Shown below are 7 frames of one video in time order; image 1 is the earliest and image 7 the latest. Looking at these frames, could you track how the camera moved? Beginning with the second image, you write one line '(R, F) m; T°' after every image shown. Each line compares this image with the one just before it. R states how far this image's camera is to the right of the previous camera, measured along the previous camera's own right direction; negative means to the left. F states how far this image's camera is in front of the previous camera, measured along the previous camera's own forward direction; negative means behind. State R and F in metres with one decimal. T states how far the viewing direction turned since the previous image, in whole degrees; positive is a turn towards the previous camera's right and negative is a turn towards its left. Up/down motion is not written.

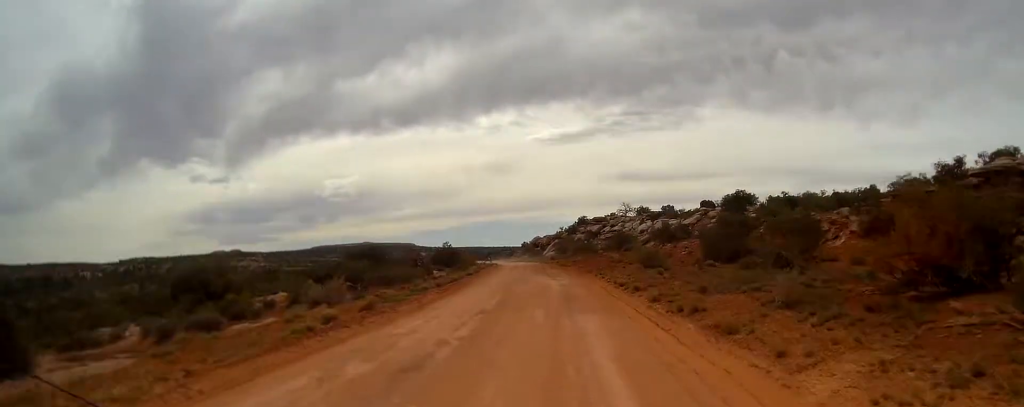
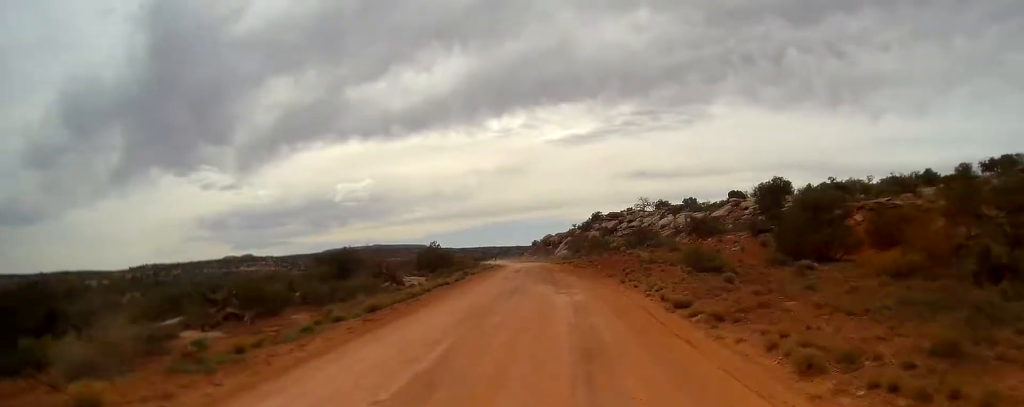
(-0.3, +13.5) m; -1°
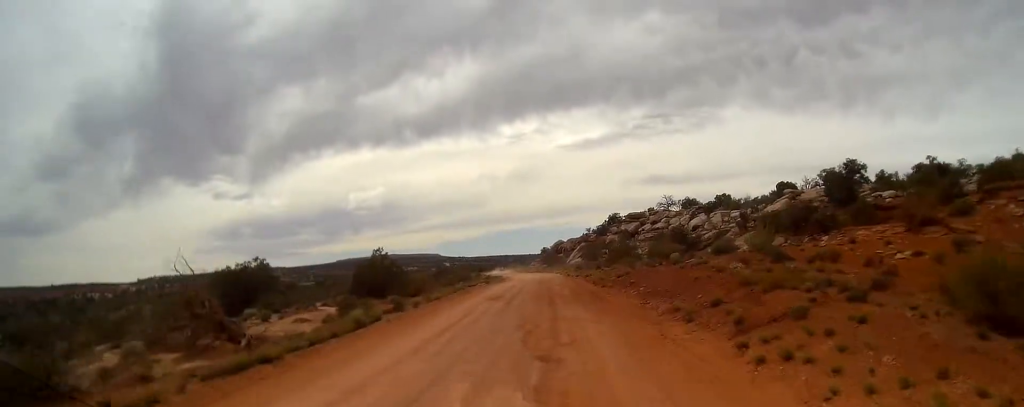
(-0.3, +21.5) m; -1°
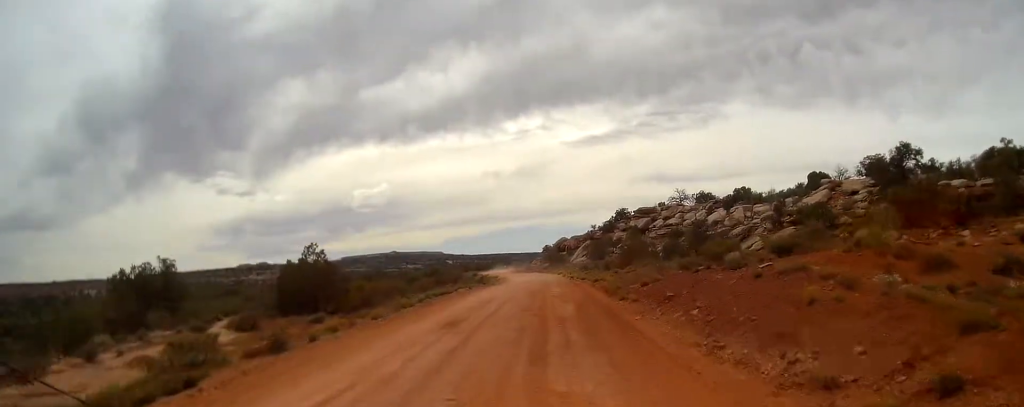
(0.0, +11.2) m; 0°
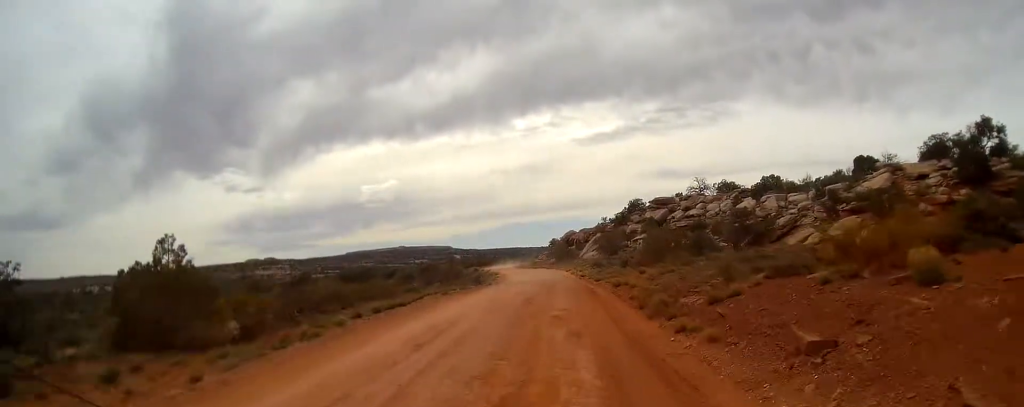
(0.0, +11.8) m; -1°
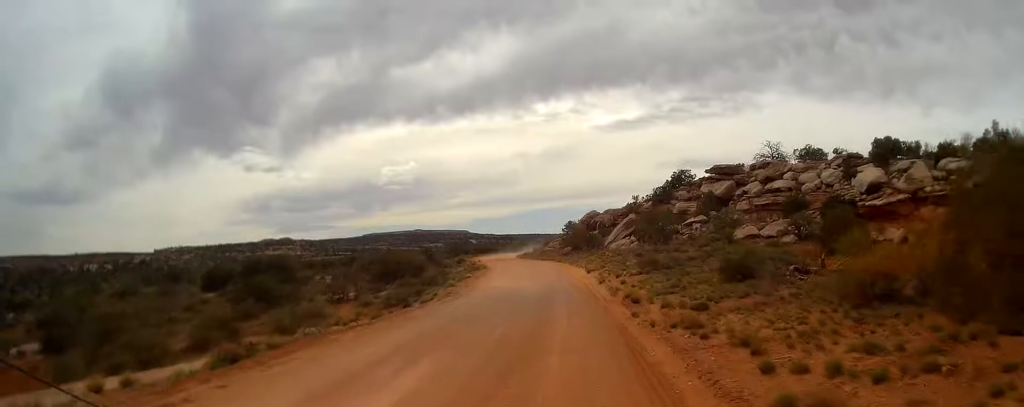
(-0.9, +33.7) m; -2°
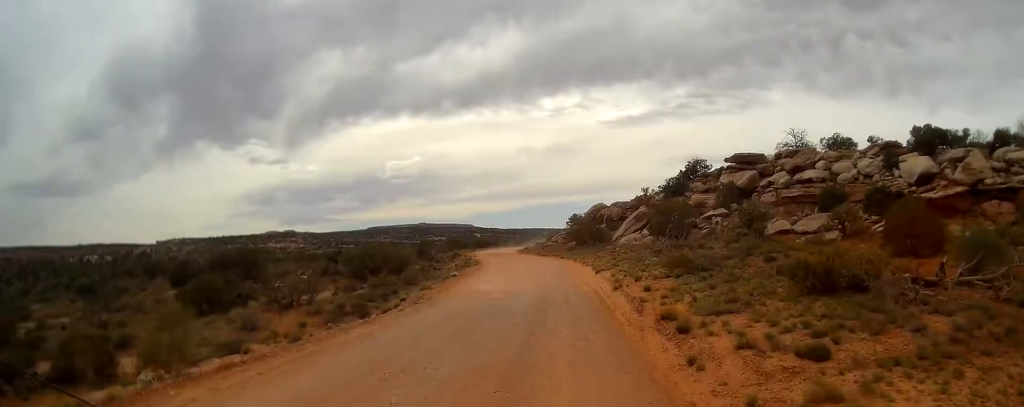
(0.0, +7.6) m; -1°
